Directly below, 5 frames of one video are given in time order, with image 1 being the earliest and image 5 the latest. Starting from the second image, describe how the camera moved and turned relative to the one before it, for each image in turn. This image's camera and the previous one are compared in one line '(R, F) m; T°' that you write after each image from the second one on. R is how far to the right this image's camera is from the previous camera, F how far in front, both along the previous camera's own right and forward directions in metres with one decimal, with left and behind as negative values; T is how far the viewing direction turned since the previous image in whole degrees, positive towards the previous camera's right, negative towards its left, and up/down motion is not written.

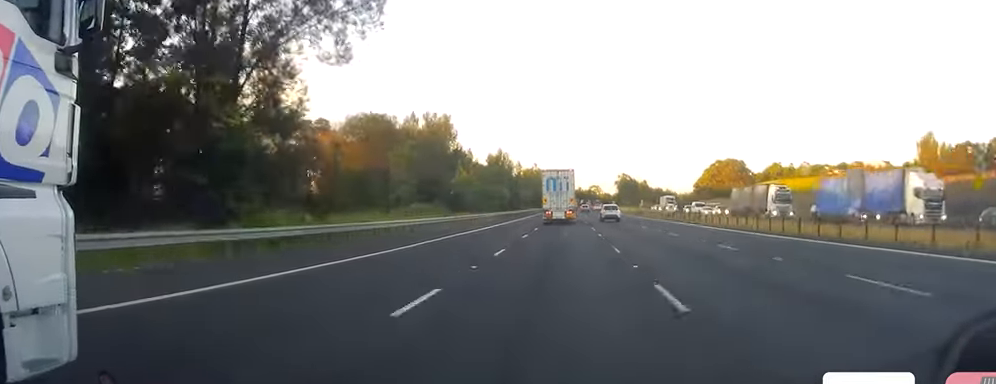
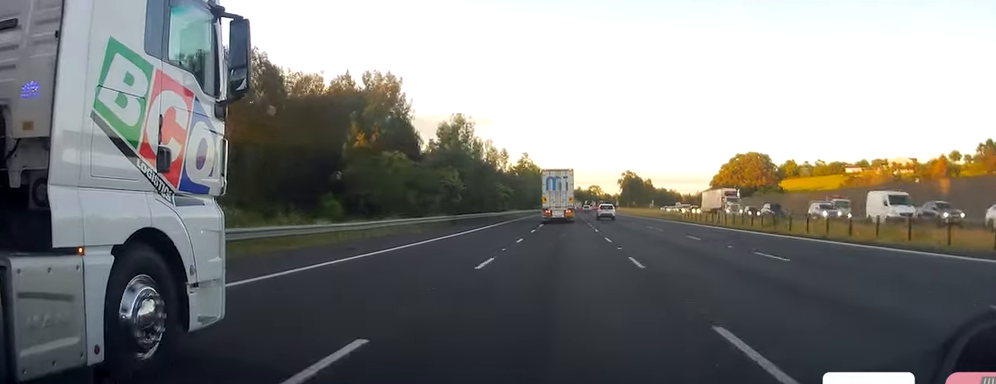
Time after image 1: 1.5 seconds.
(+0.1, +40.7) m; -1°
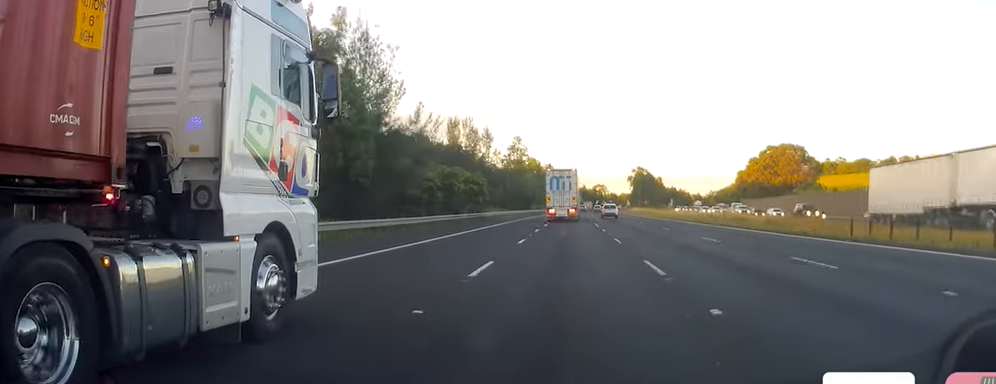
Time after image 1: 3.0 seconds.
(+0.2, +38.2) m; +1°
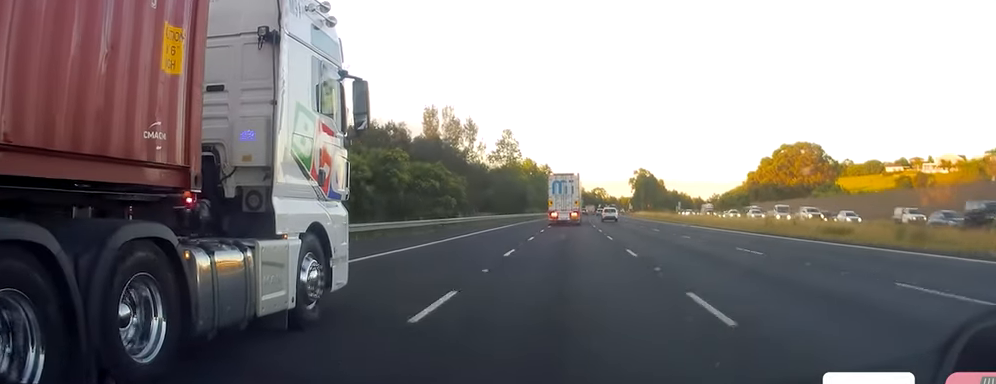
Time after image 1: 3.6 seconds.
(+0.3, +17.8) m; 0°
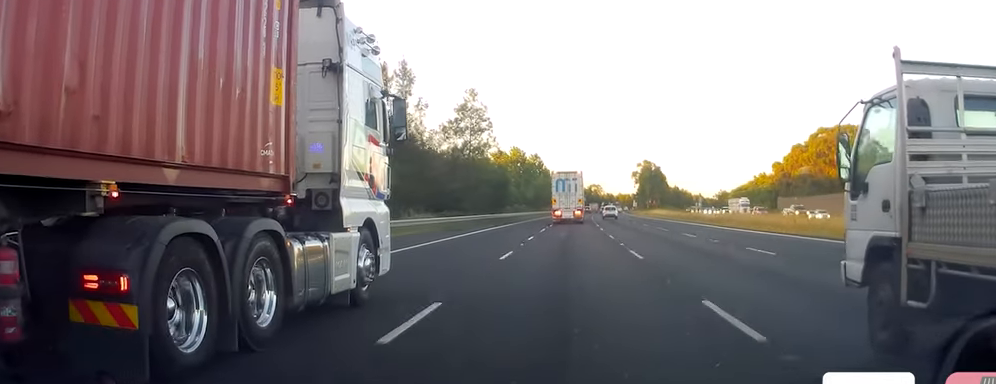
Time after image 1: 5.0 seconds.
(-1.1, +37.3) m; -1°
